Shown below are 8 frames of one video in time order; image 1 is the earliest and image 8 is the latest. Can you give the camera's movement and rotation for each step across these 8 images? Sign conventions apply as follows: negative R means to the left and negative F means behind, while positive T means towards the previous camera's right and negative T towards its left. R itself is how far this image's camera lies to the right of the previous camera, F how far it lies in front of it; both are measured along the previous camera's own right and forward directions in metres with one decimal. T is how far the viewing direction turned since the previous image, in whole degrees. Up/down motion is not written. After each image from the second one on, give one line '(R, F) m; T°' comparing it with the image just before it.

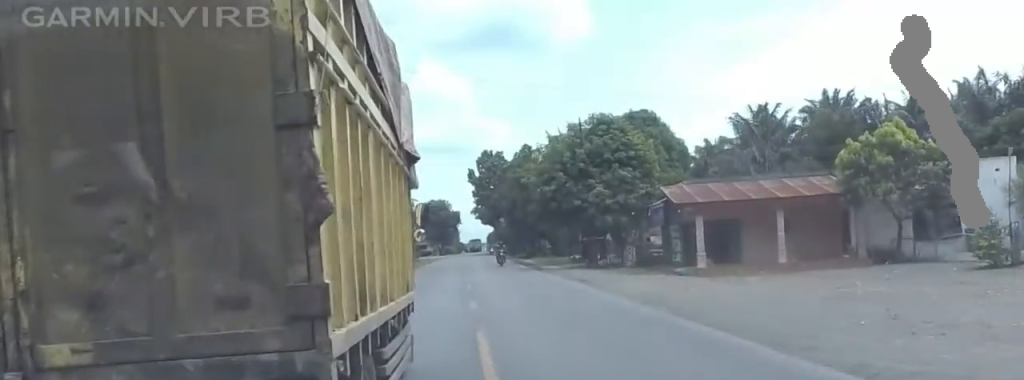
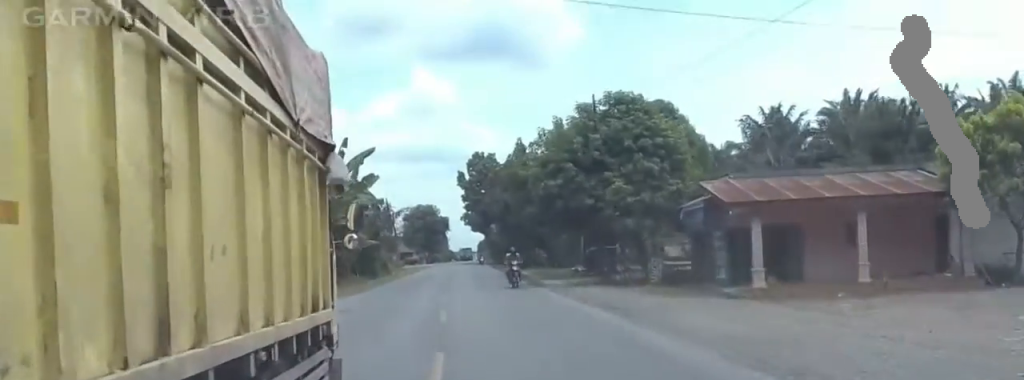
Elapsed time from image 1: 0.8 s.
(-0.3, +10.2) m; 0°
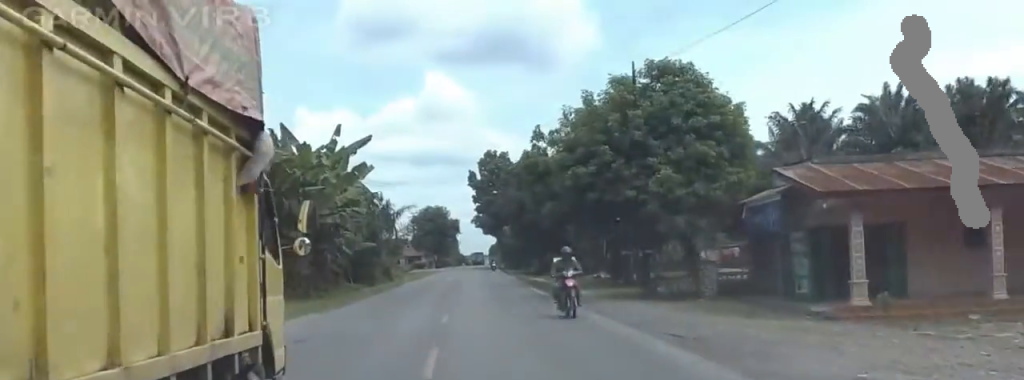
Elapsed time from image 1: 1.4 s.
(-0.2, +7.4) m; 0°
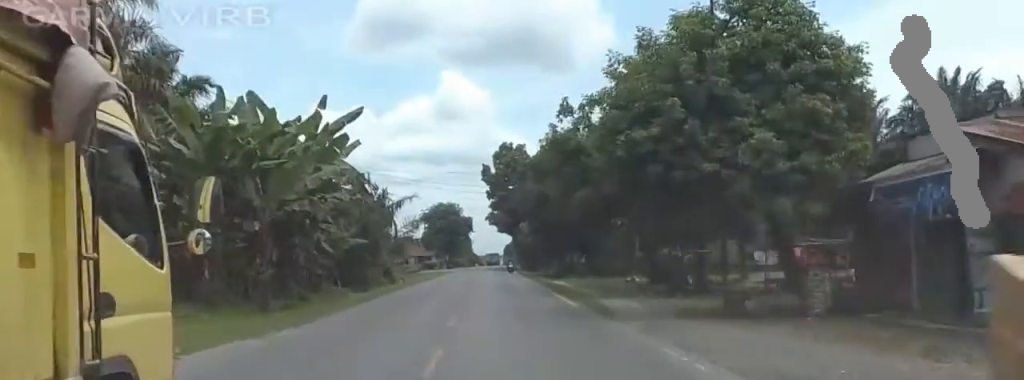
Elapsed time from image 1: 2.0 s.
(+0.6, +8.8) m; -1°
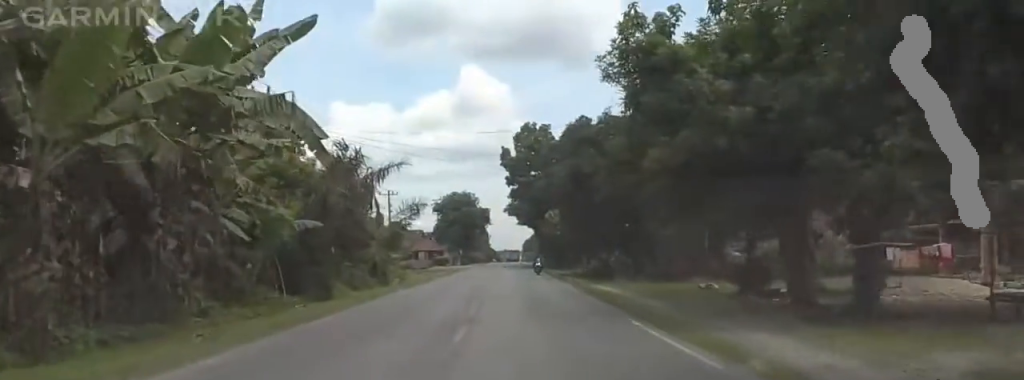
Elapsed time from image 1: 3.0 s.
(-0.8, +14.1) m; -7°
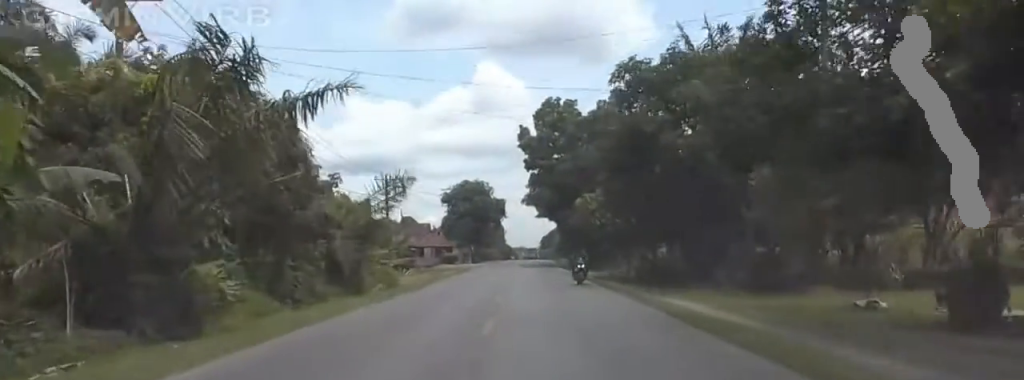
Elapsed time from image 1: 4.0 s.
(-0.9, +14.5) m; +3°
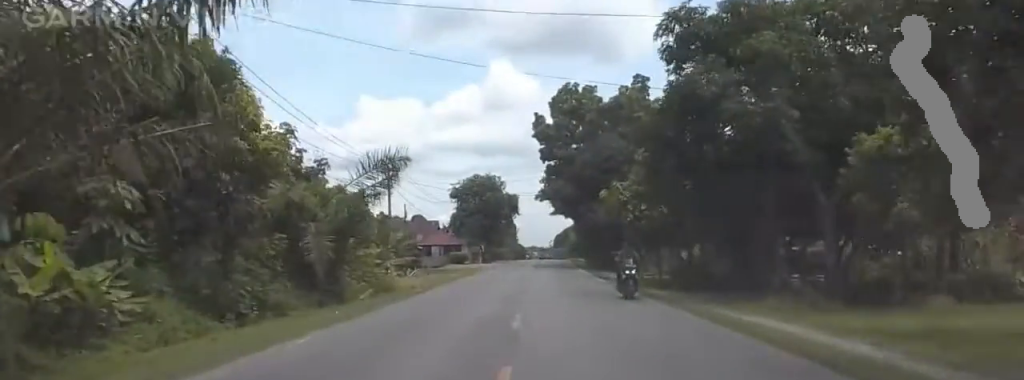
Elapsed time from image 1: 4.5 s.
(+0.4, +7.0) m; +1°
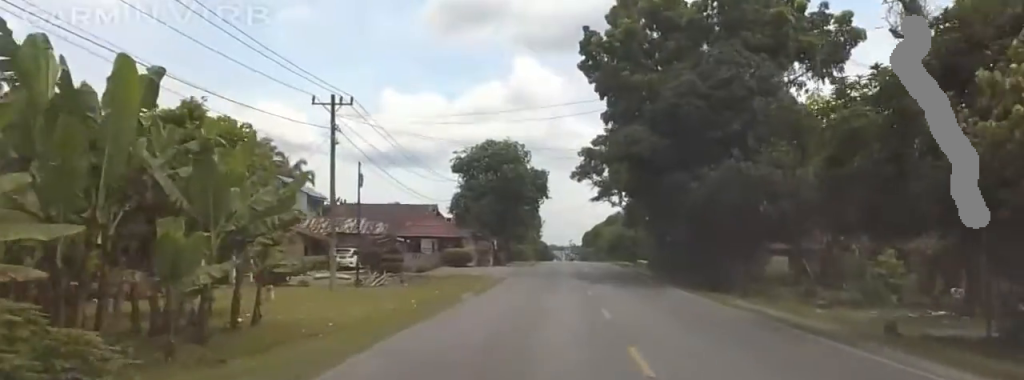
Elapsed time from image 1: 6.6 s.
(0.0, +30.8) m; +1°
